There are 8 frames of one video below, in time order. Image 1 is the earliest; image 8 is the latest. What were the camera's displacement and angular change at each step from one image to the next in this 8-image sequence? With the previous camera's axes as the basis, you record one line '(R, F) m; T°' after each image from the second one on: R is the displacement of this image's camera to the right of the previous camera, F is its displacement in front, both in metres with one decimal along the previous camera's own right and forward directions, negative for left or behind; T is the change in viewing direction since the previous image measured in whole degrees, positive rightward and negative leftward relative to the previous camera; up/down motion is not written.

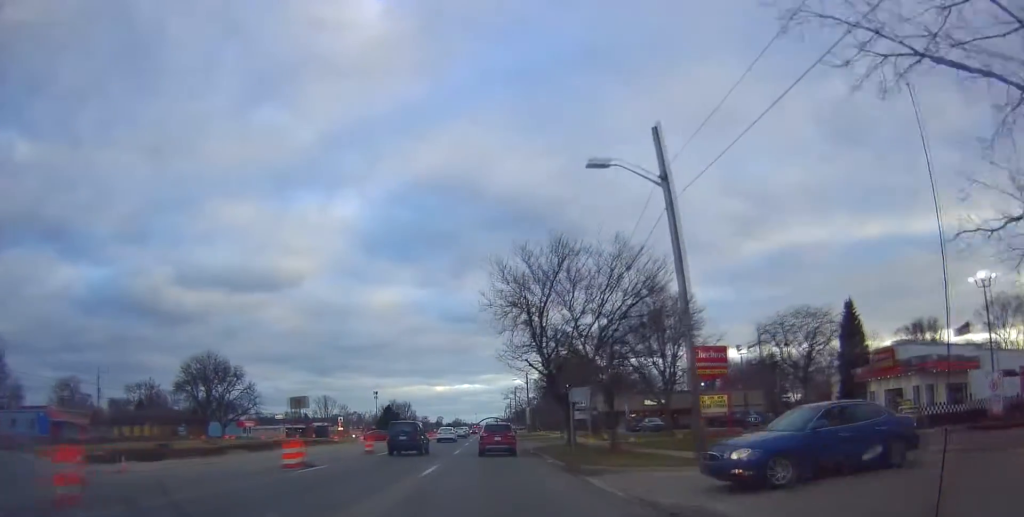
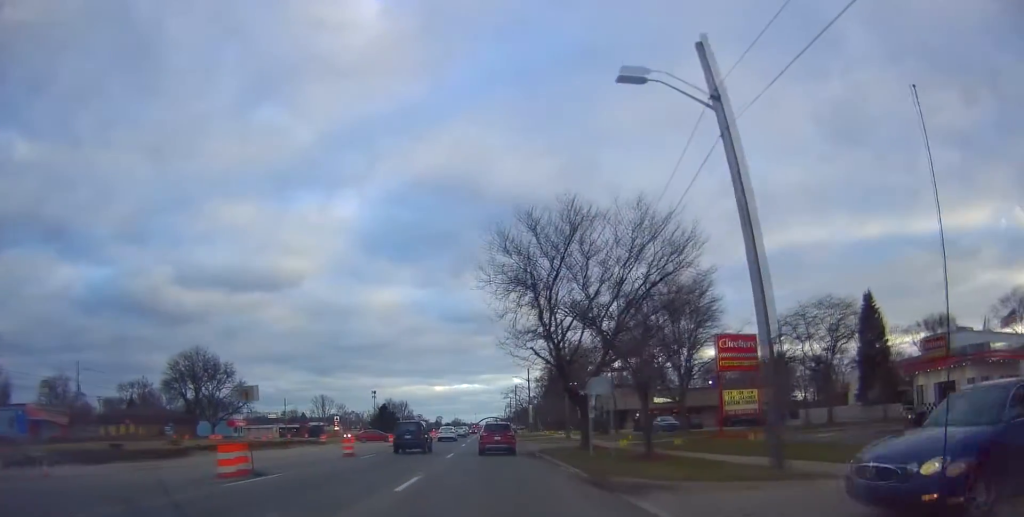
(0.0, +5.1) m; 0°
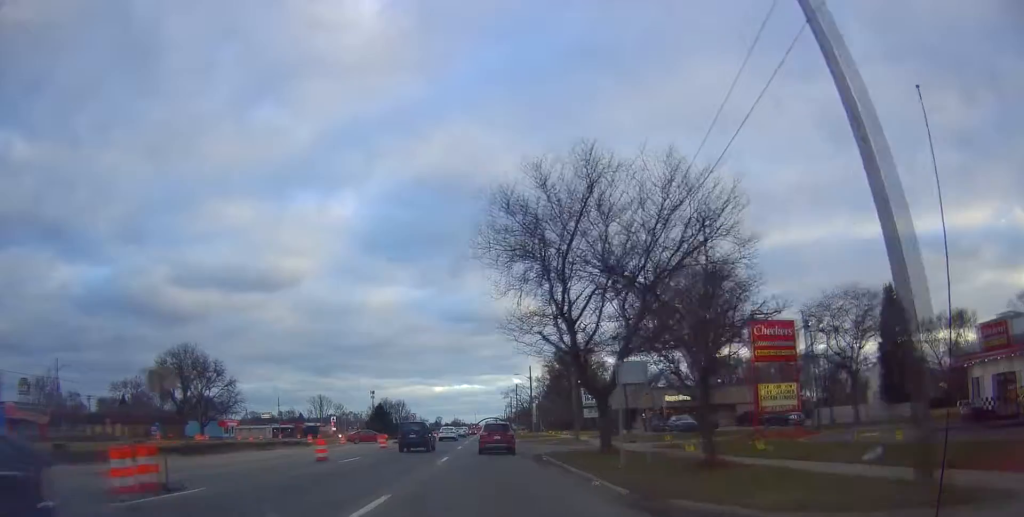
(0.0, +5.1) m; 0°
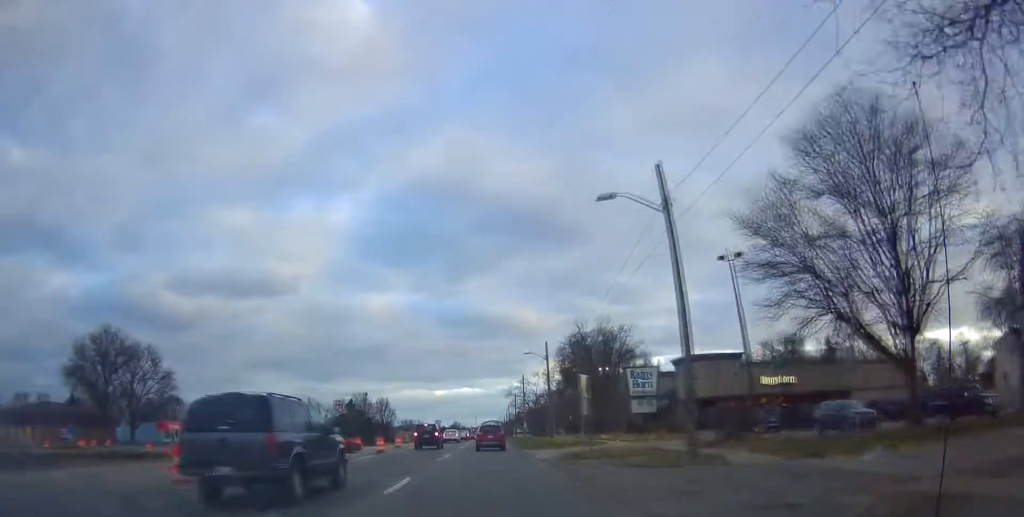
(-1.2, +26.5) m; -4°
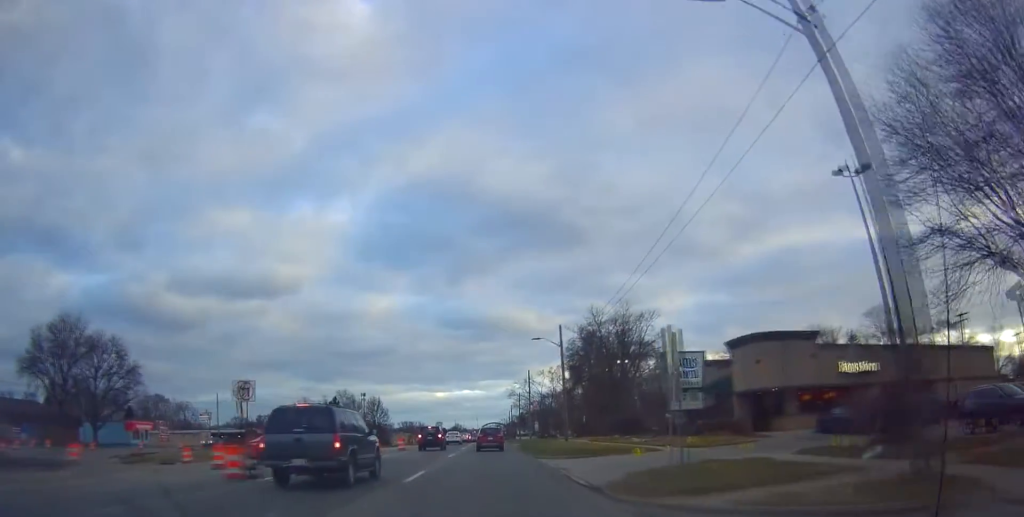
(+0.3, +11.2) m; +2°
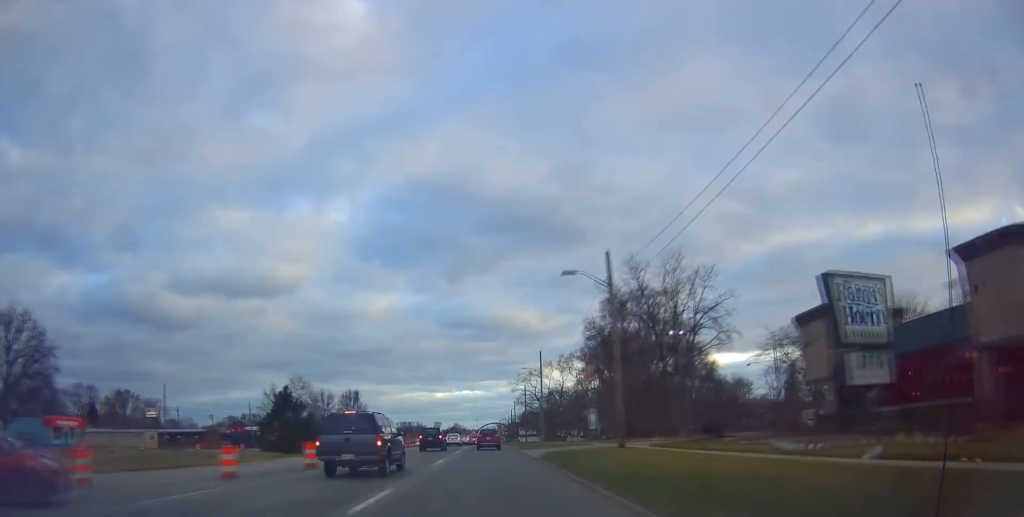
(+0.5, +21.0) m; +1°
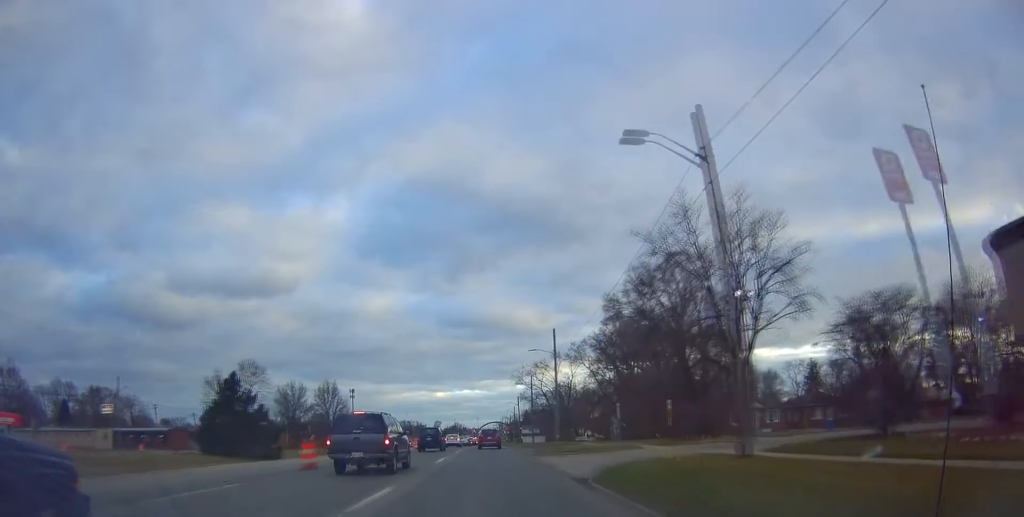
(-0.1, +14.5) m; -1°
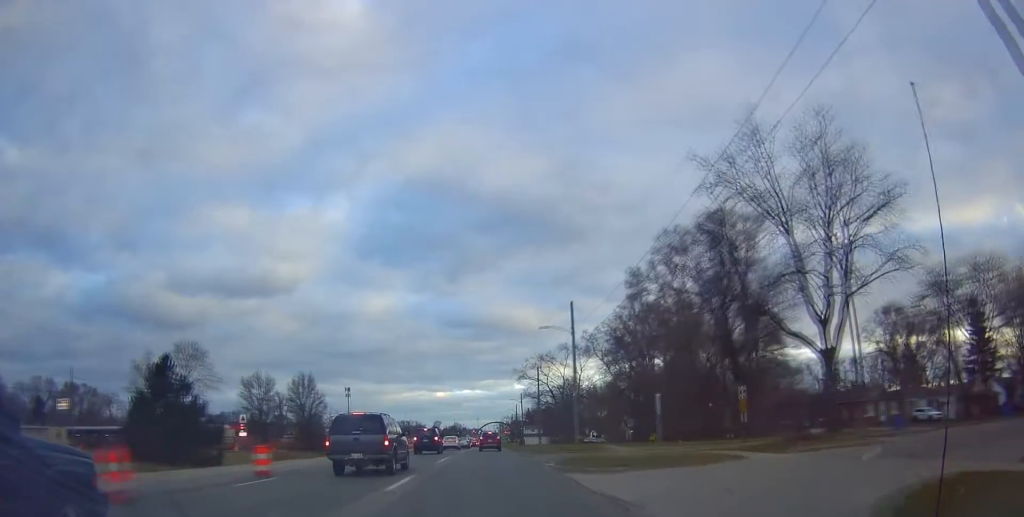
(-0.3, +12.0) m; 0°
